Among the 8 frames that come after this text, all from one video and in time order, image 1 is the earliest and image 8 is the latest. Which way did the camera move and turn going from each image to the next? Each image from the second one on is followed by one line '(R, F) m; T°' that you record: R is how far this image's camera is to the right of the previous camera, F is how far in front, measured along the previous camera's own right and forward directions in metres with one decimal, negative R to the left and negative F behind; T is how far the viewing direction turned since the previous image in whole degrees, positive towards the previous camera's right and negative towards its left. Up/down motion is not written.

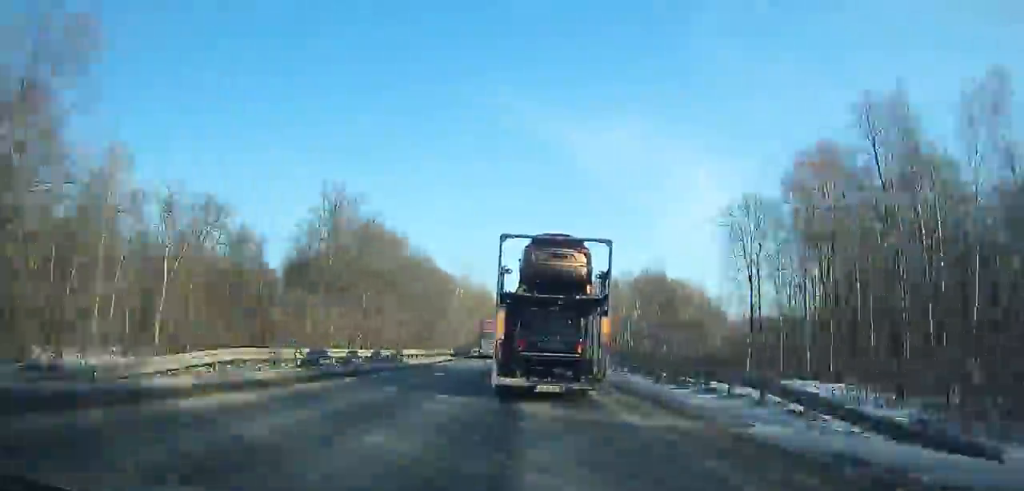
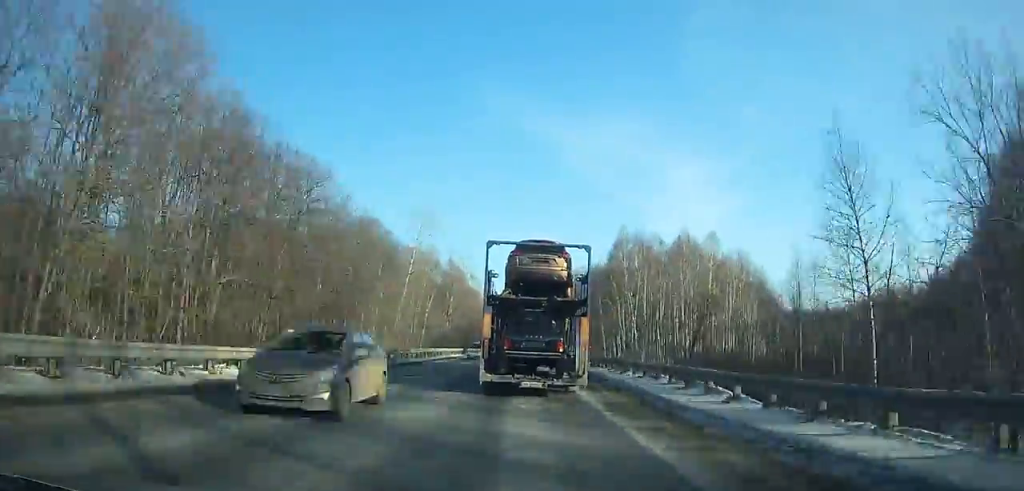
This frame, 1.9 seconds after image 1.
(-1.9, +42.3) m; -2°
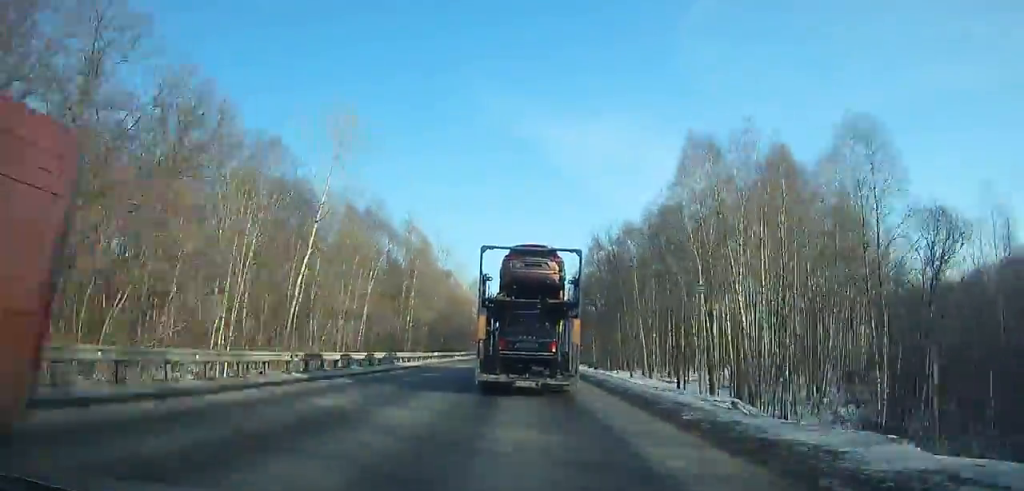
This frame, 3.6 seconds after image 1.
(-0.2, +38.0) m; 0°
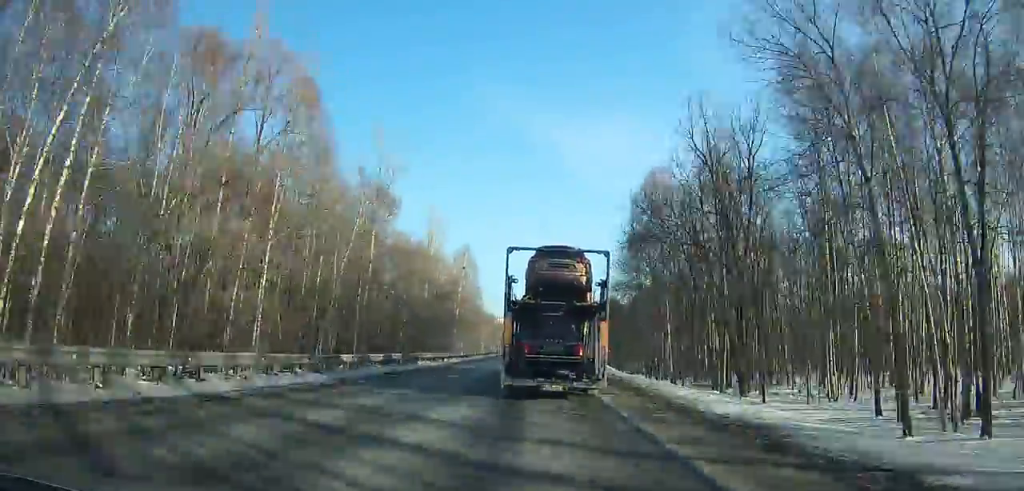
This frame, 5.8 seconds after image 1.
(+0.2, +49.3) m; 0°
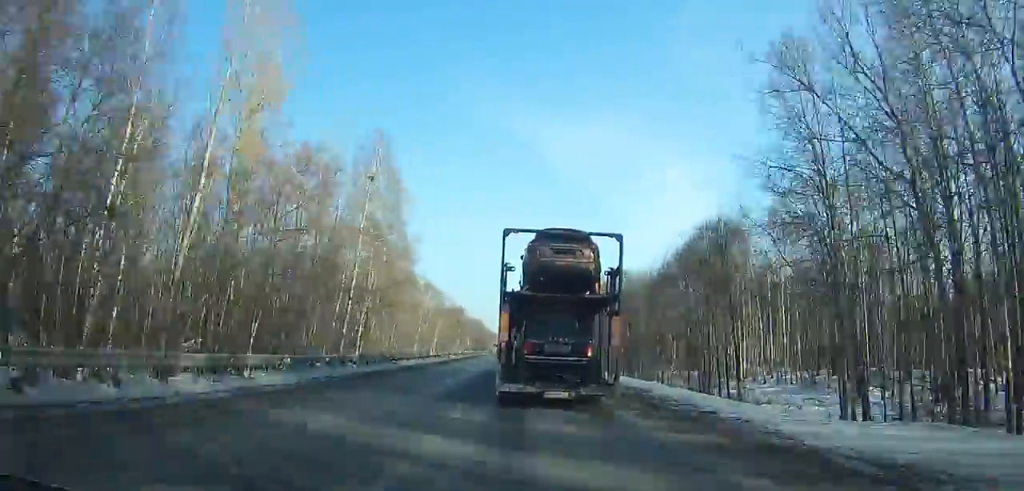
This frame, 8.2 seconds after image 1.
(+0.3, +54.0) m; 0°
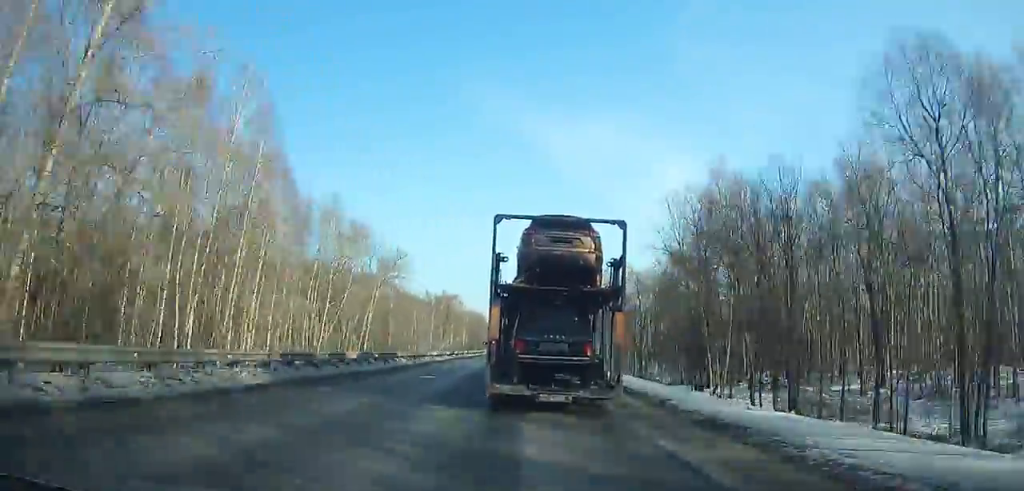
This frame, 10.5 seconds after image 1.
(-0.2, +51.4) m; 0°
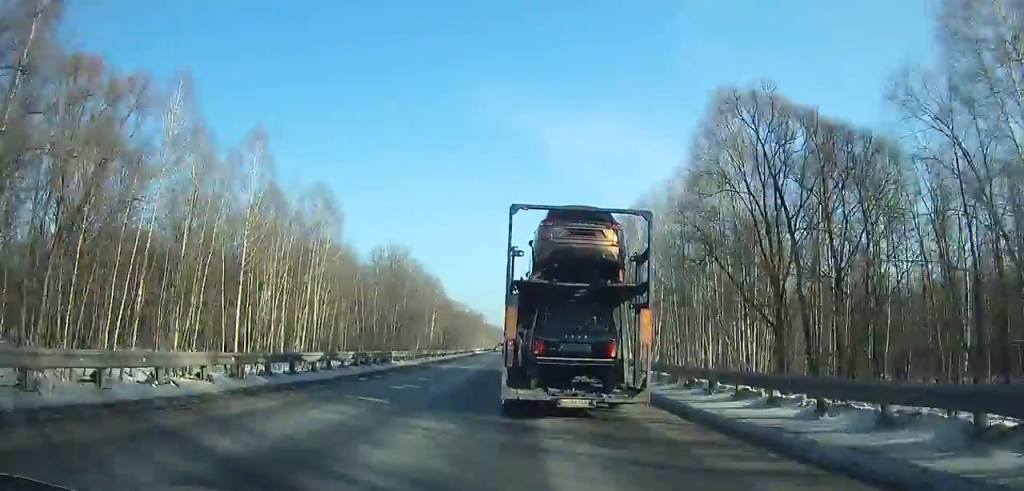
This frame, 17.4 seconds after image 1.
(0.0, +154.0) m; 0°
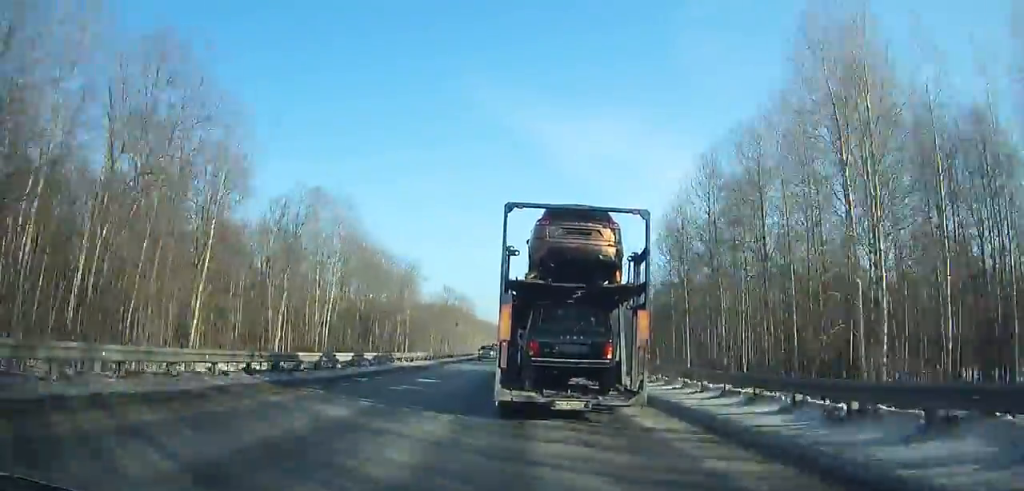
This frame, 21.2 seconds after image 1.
(-0.4, +88.2) m; -1°
